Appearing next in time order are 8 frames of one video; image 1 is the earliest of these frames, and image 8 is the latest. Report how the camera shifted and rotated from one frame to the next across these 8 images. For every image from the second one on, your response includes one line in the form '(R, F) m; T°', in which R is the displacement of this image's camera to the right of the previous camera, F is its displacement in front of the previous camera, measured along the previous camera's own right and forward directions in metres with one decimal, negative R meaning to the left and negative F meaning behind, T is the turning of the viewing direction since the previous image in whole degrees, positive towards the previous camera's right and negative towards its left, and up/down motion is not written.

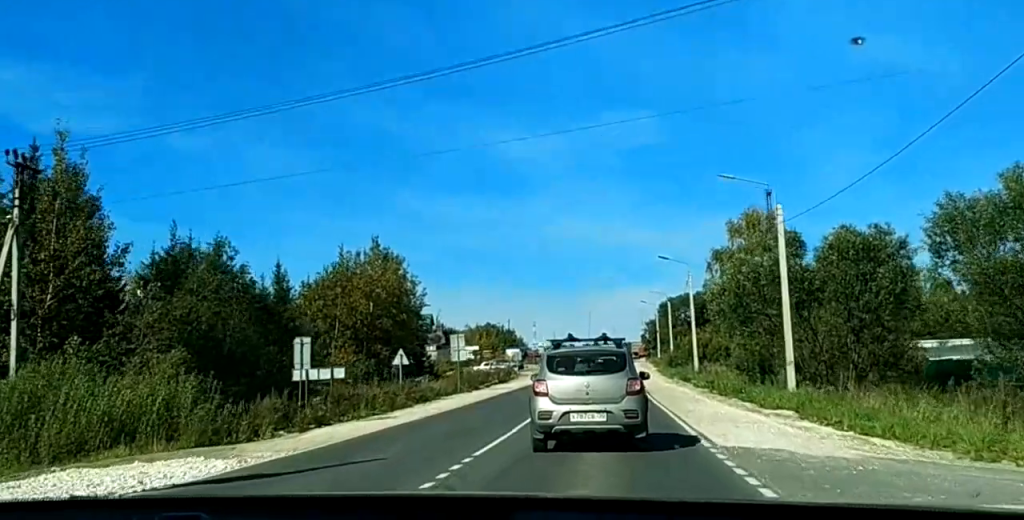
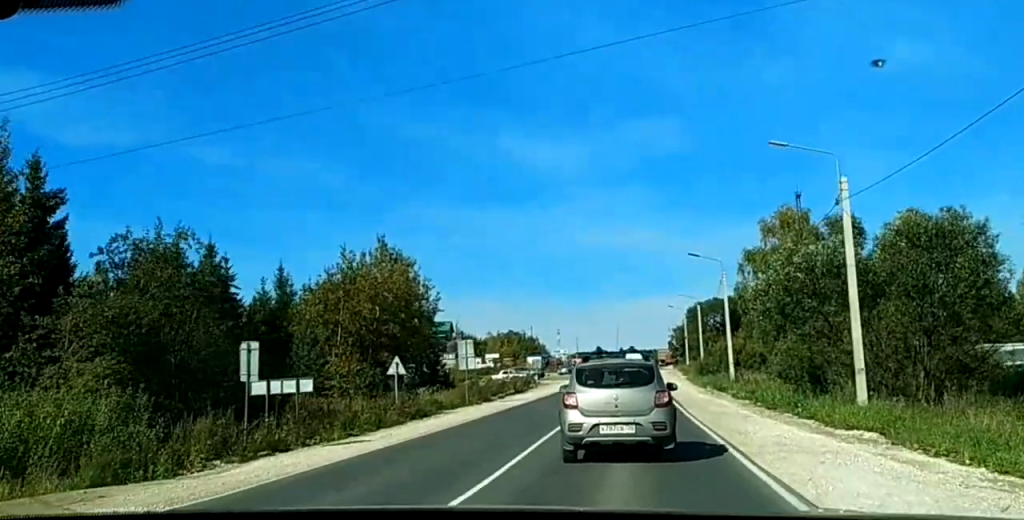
(0.0, +6.0) m; 0°
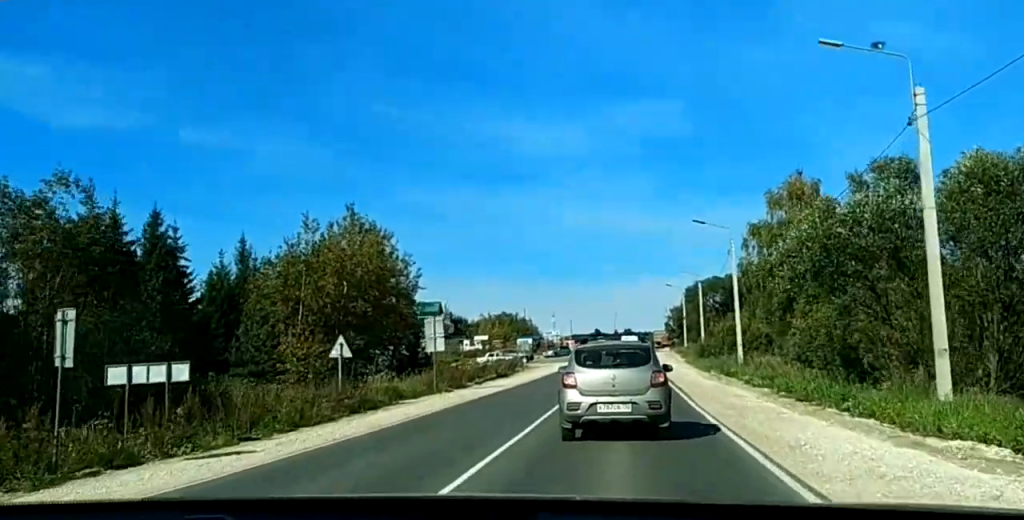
(+0.1, +7.1) m; 0°
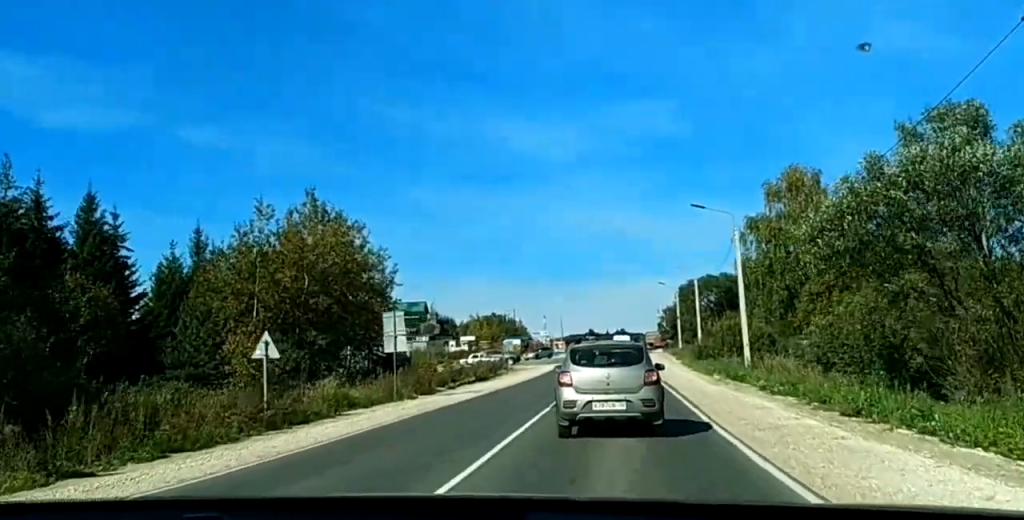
(0.0, +6.5) m; 0°
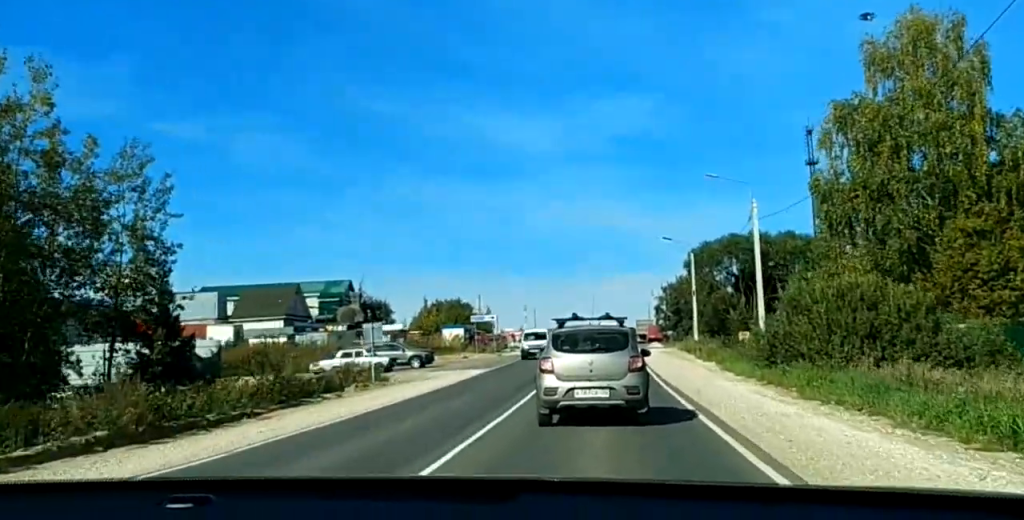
(-0.6, +37.6) m; 0°
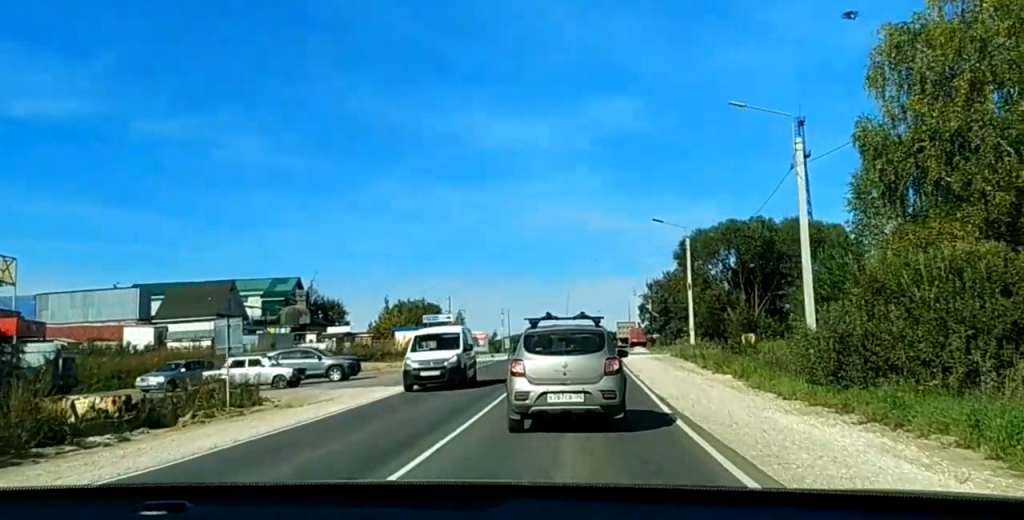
(-0.2, +11.5) m; -2°
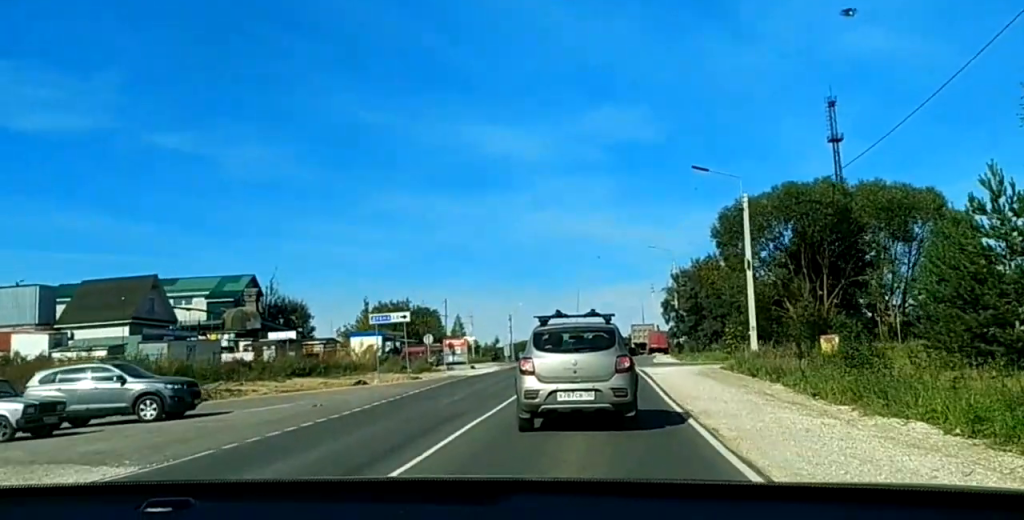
(-0.3, +17.7) m; -1°
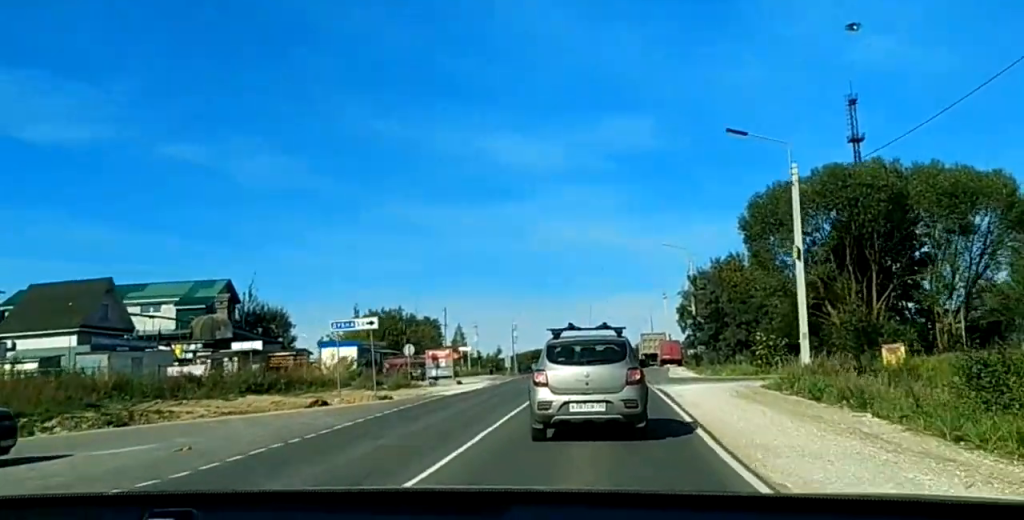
(+0.1, +8.0) m; 0°
